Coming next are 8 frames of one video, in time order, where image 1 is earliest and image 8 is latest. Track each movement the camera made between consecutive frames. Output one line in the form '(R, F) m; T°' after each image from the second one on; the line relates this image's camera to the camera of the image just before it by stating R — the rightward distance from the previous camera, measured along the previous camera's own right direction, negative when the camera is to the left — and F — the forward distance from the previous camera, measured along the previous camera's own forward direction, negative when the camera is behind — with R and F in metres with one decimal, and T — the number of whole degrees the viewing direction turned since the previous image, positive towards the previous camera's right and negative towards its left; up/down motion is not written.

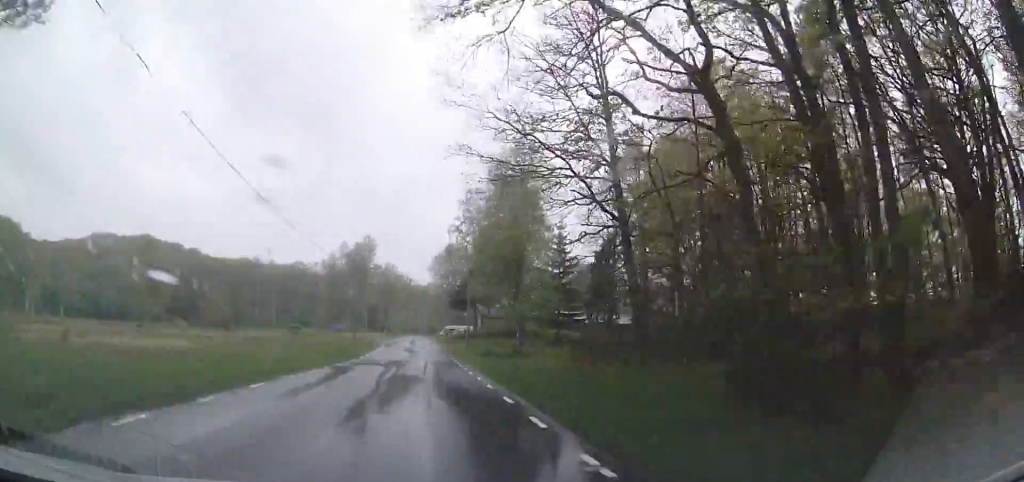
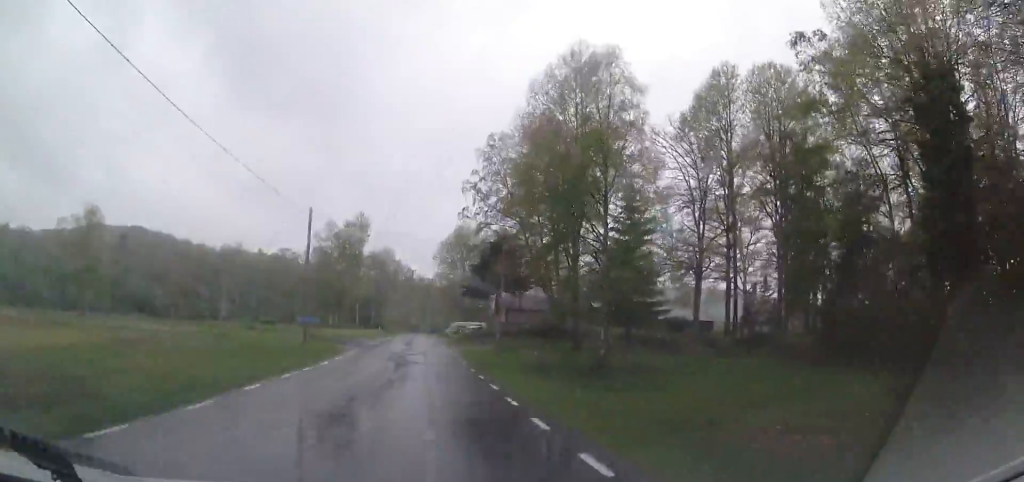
(+0.2, +18.7) m; +1°
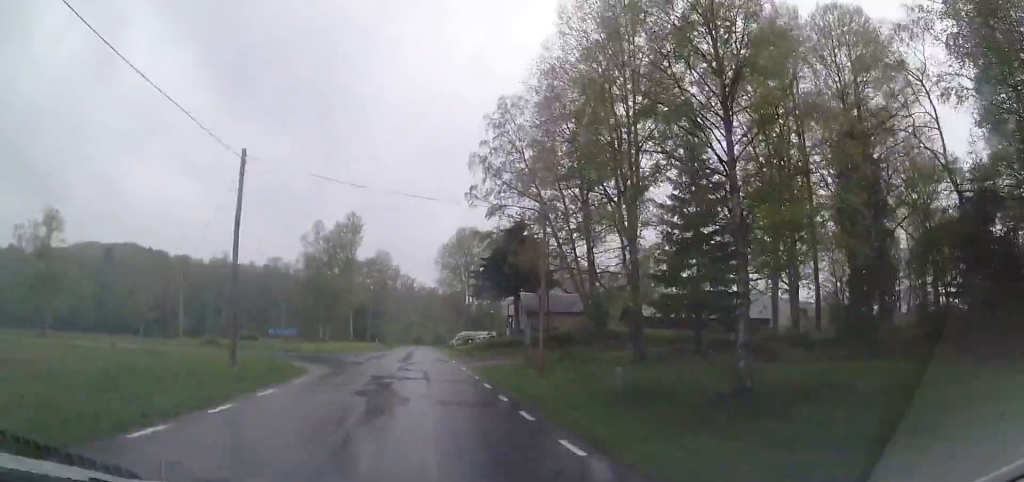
(0.0, +10.7) m; -1°
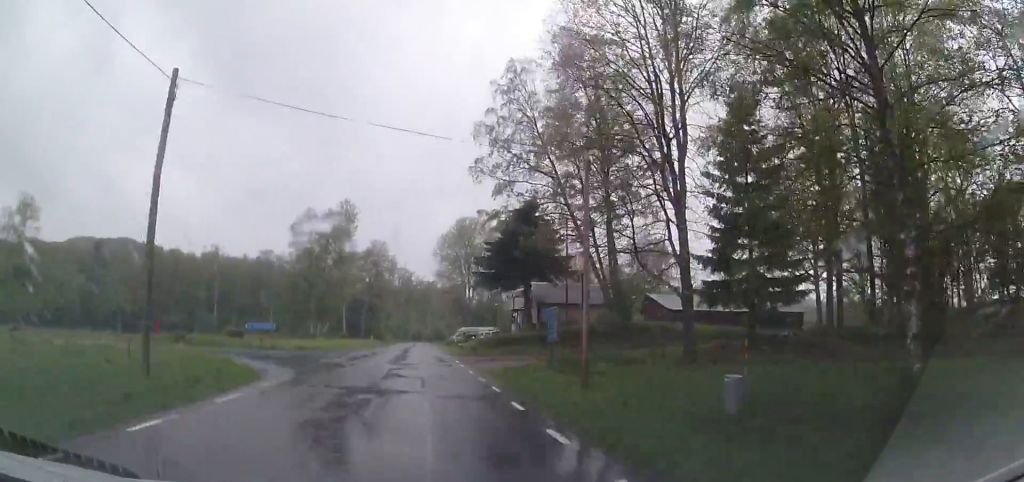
(-0.1, +5.7) m; 0°
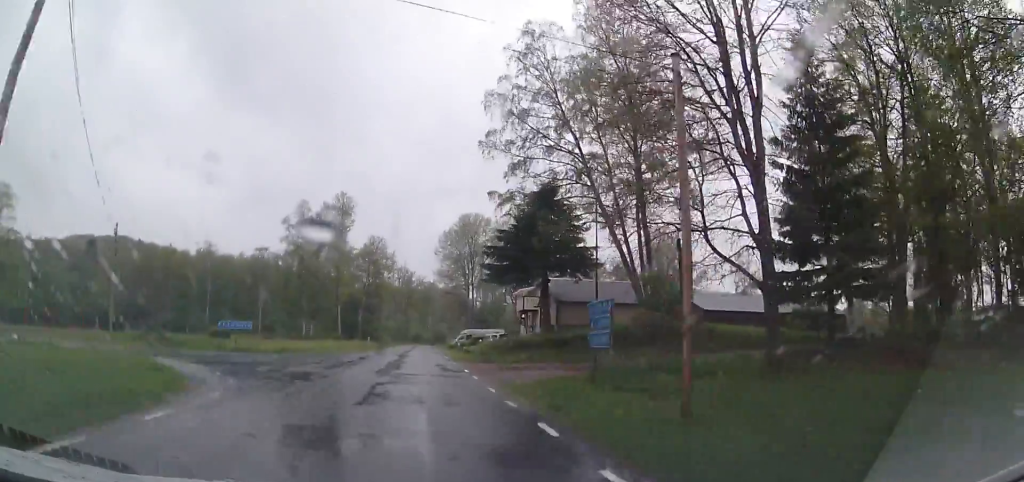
(-0.1, +5.8) m; 0°
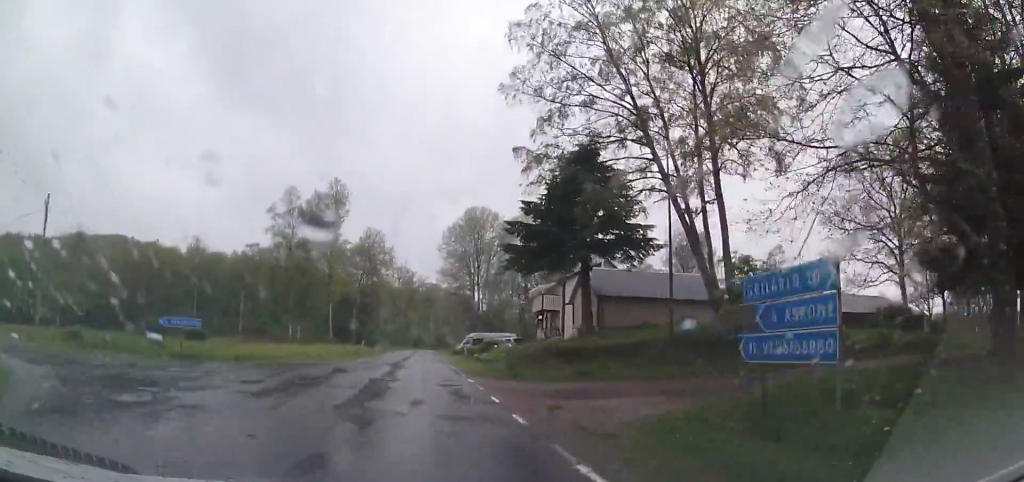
(0.0, +8.7) m; 0°
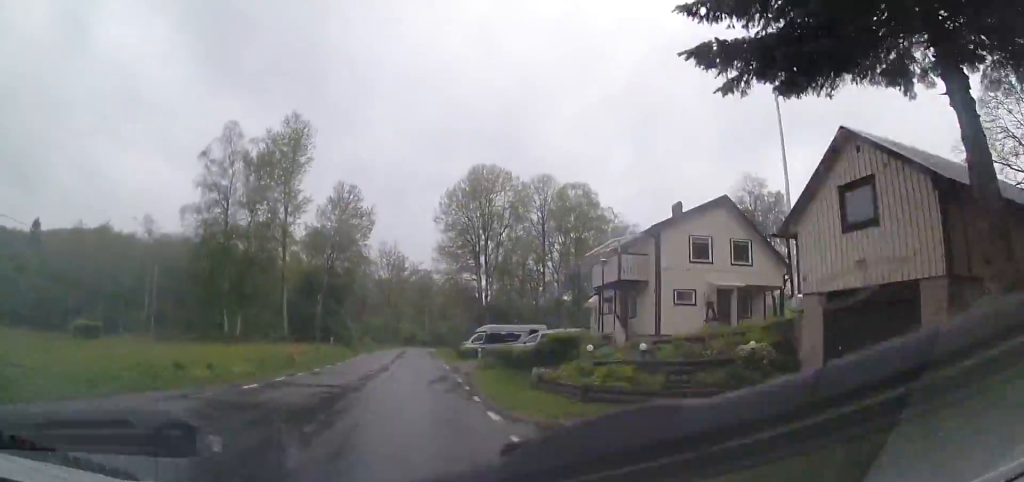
(+0.3, +22.5) m; 0°
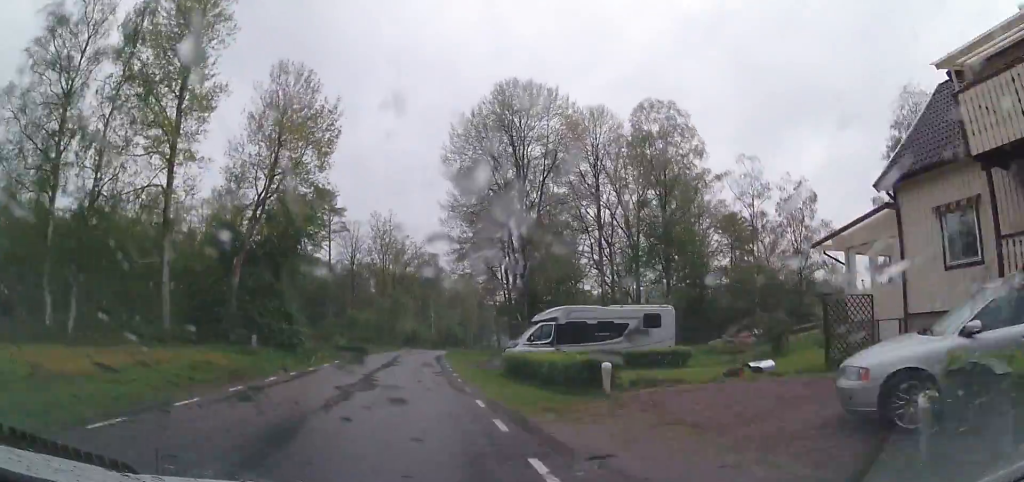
(-0.9, +24.7) m; -3°
